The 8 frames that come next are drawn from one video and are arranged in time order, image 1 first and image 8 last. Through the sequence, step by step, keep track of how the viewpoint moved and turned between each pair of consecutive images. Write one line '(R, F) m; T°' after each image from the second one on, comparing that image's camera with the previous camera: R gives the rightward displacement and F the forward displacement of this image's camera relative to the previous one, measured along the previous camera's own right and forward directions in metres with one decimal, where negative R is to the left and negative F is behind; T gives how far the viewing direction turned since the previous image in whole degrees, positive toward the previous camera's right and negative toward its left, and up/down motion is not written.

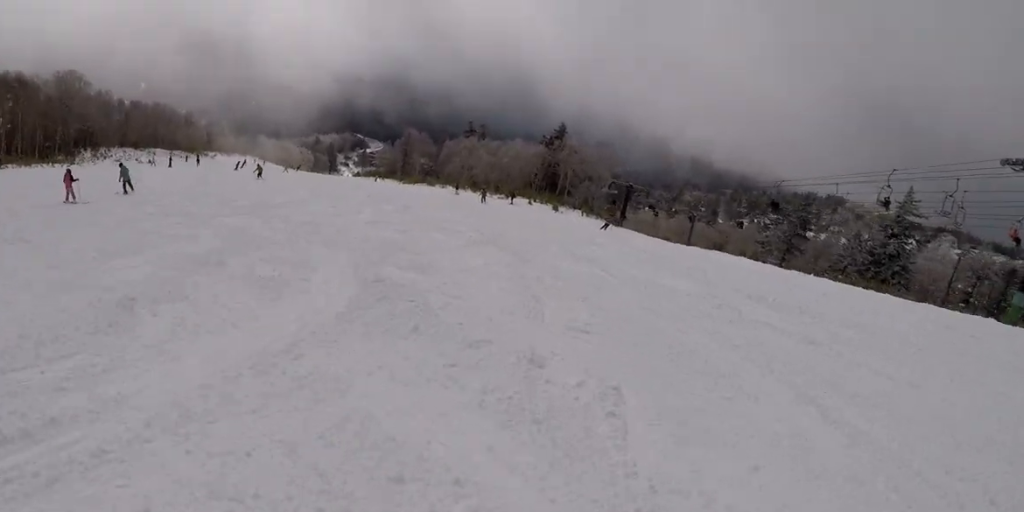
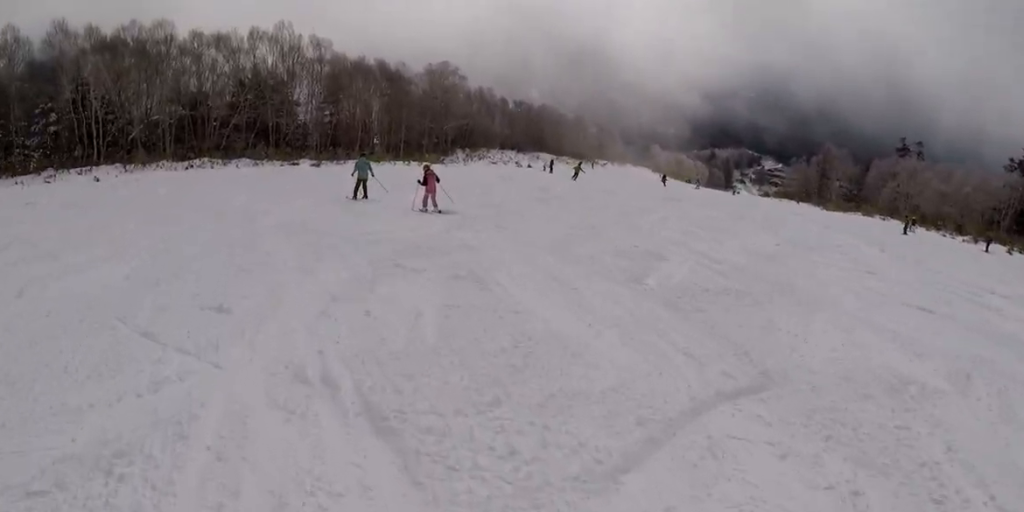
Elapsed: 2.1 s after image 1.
(-6.0, +16.9) m; -23°
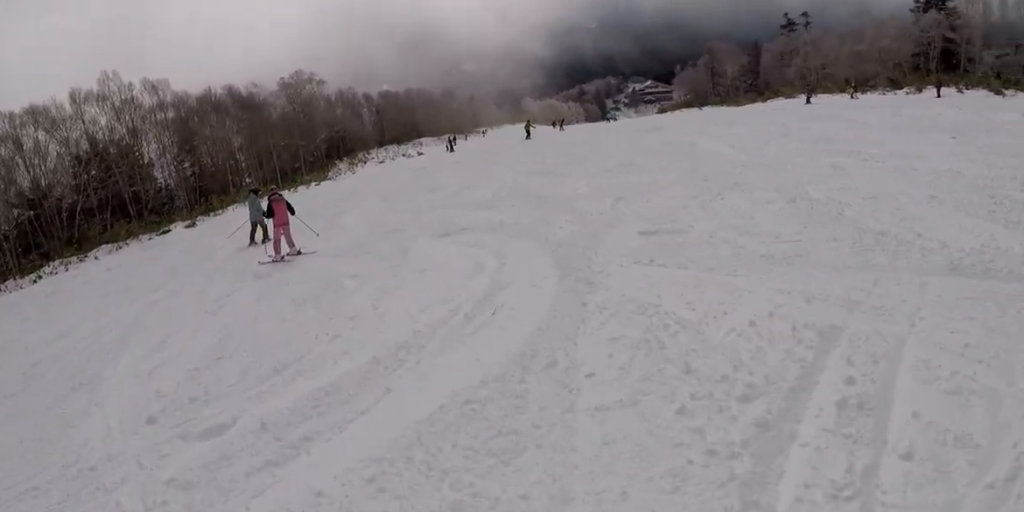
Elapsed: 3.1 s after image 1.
(+0.3, +8.9) m; +19°
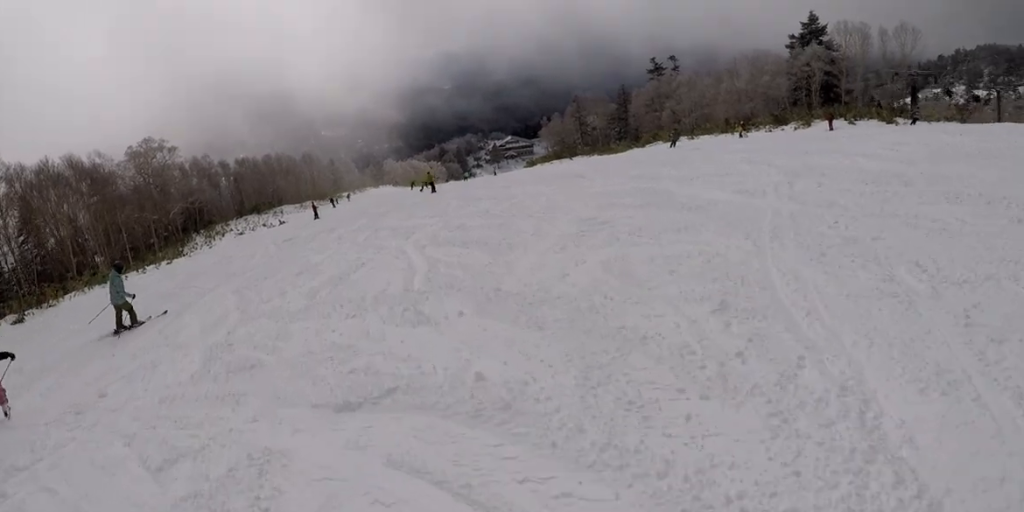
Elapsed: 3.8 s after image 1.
(+1.4, +5.0) m; +10°
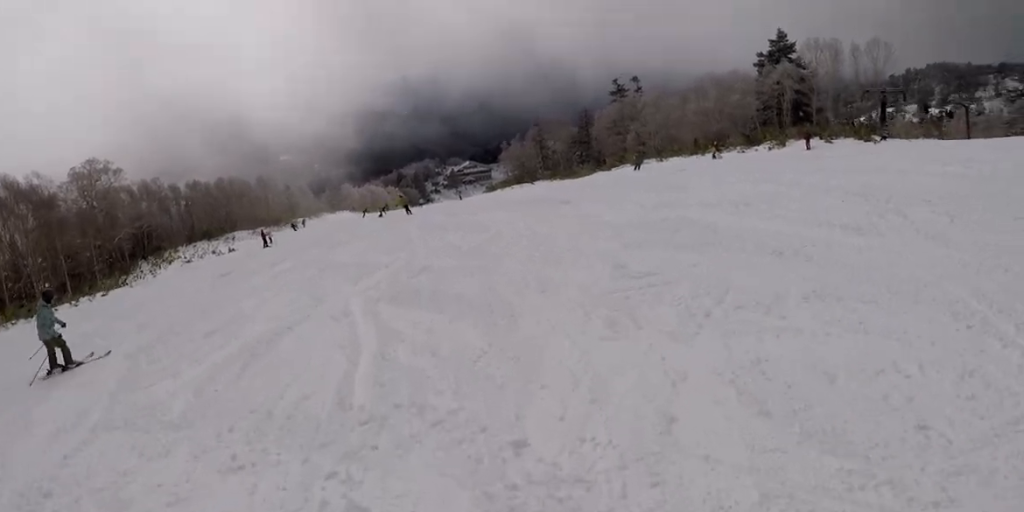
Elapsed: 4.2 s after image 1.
(+0.5, +3.5) m; +6°
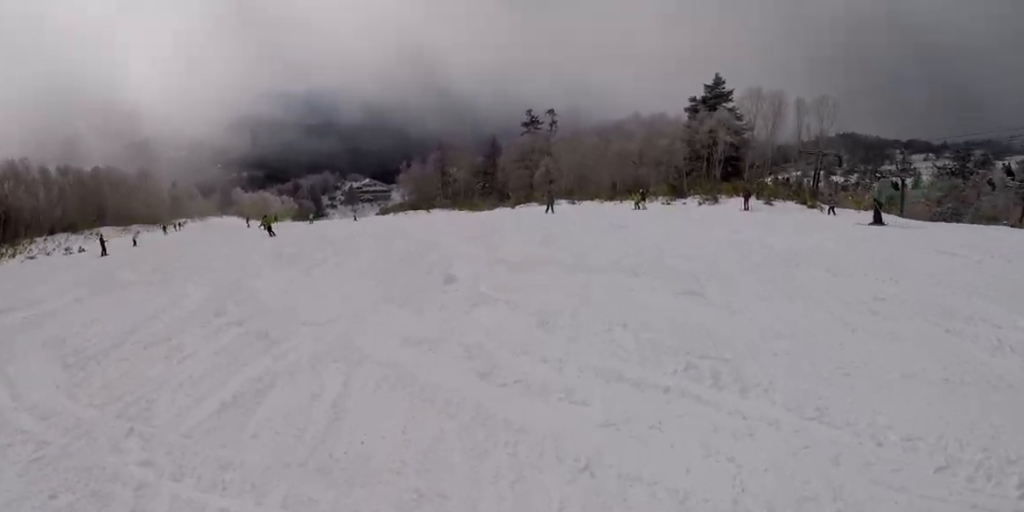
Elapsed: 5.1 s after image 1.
(-0.2, +8.4) m; +5°
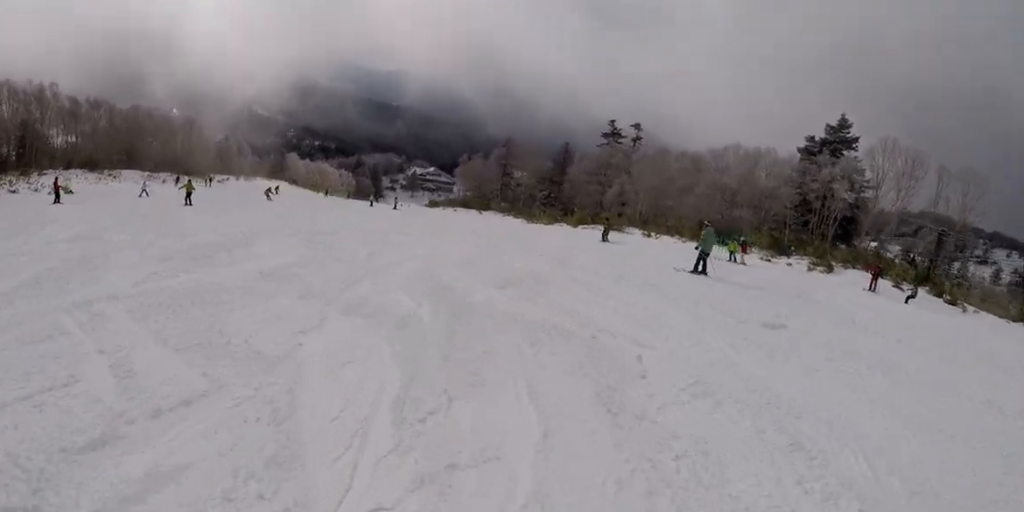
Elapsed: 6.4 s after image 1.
(+0.1, +10.2) m; -18°
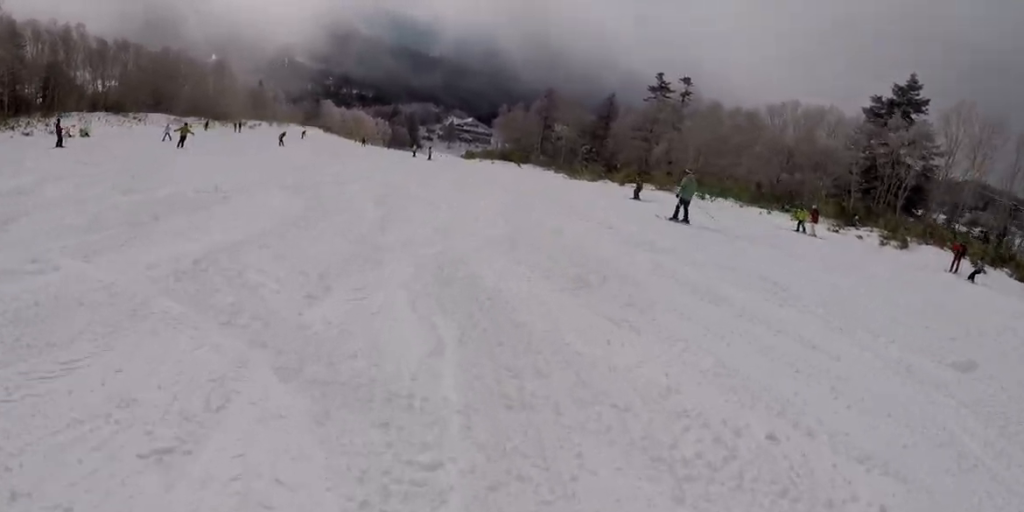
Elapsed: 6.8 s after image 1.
(-1.0, +3.0) m; -9°
